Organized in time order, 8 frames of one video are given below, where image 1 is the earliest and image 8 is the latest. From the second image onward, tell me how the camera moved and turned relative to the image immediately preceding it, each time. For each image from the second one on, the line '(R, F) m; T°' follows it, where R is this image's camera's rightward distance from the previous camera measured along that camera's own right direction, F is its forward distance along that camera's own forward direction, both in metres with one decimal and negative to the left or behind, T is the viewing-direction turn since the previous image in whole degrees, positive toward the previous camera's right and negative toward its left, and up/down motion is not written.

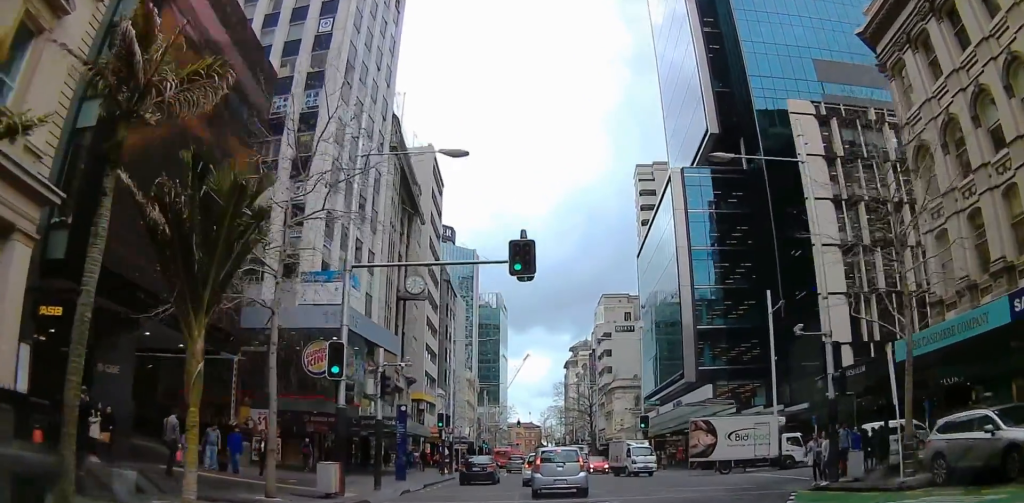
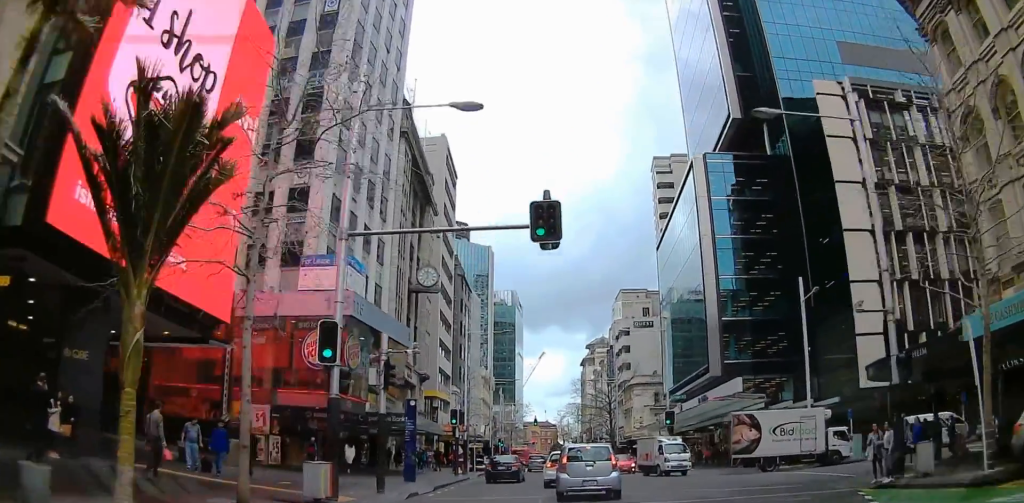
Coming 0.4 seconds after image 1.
(+0.1, +2.5) m; -3°
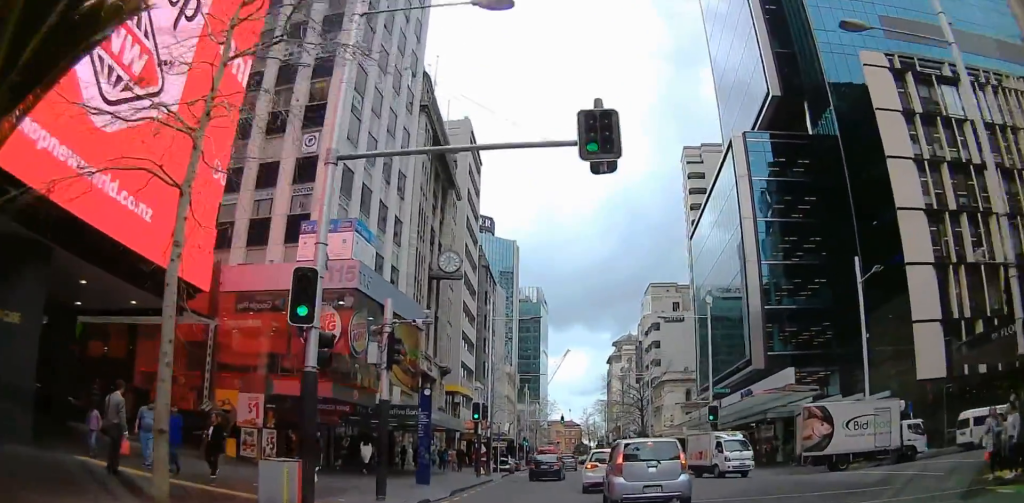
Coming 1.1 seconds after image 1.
(-0.3, +3.9) m; -3°
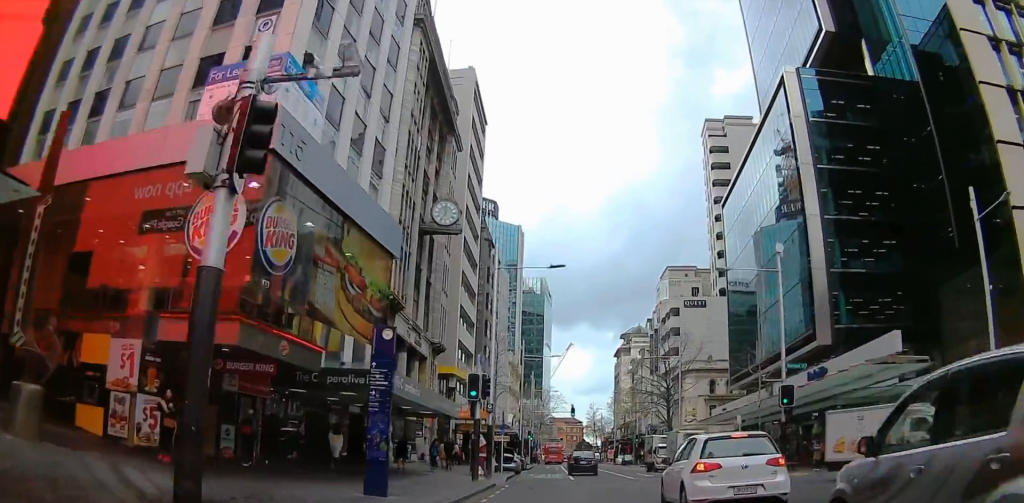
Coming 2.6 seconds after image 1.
(-0.2, +9.7) m; +1°
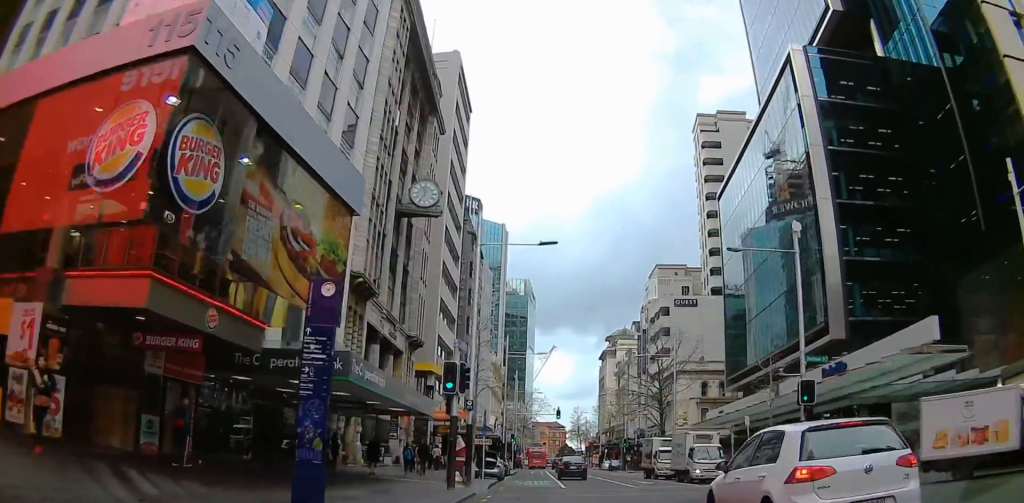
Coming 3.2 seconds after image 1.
(+0.1, +4.3) m; +3°
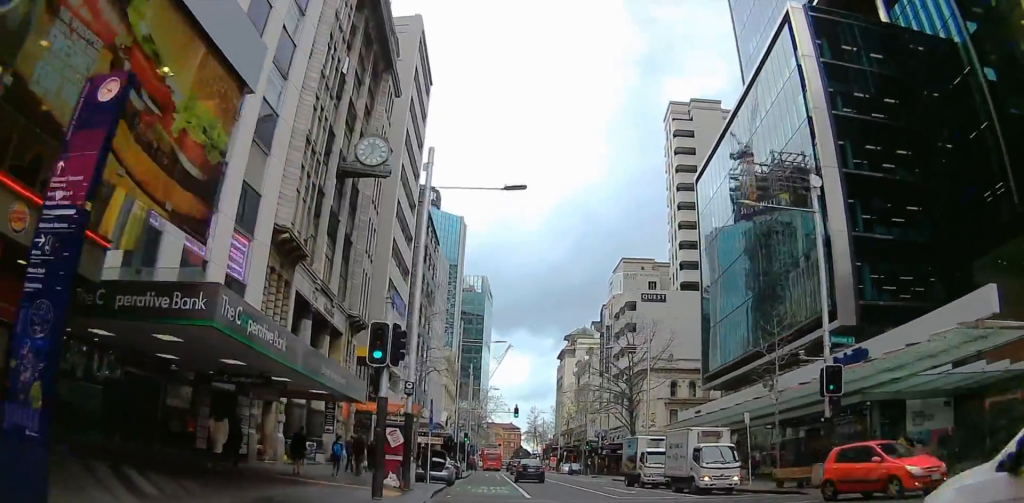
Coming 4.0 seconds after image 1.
(+0.2, +5.6) m; +5°
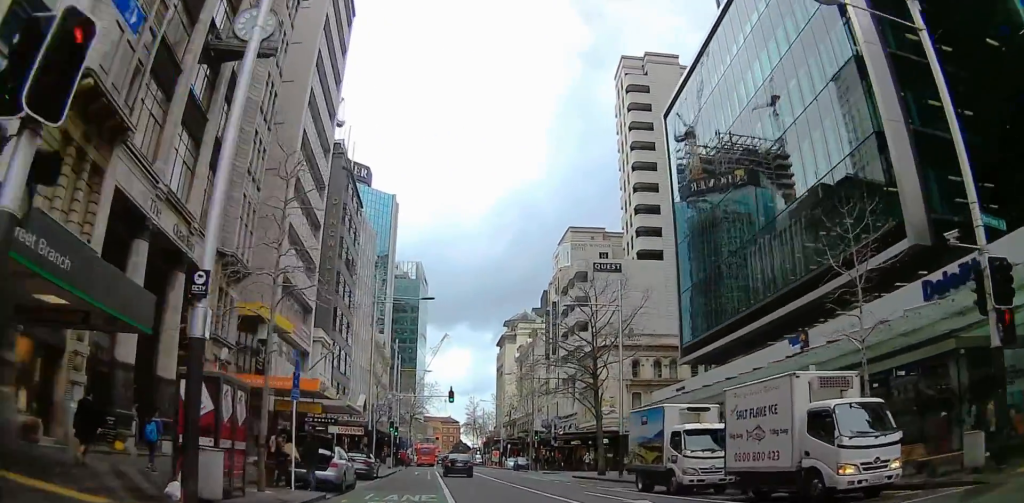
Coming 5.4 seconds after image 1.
(+1.0, +10.9) m; +9°
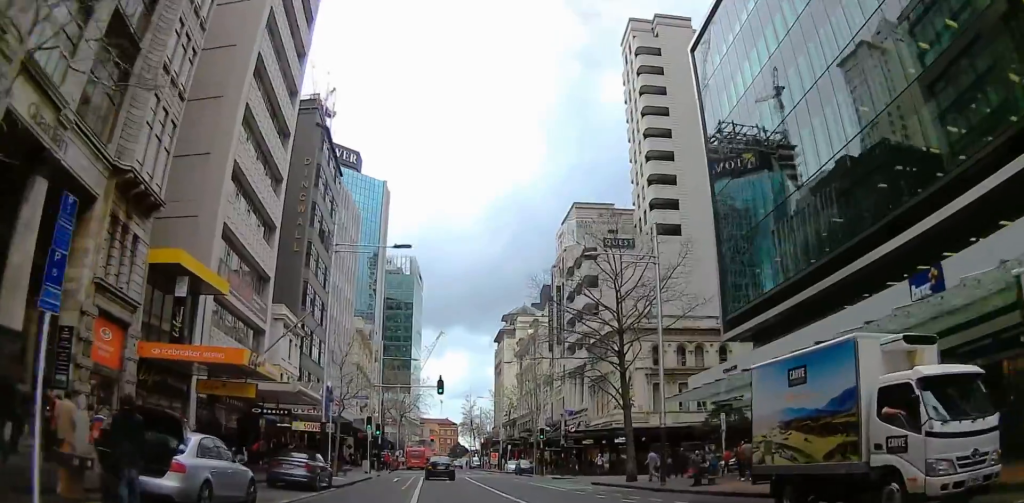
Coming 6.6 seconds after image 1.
(+0.1, +10.5) m; -2°
